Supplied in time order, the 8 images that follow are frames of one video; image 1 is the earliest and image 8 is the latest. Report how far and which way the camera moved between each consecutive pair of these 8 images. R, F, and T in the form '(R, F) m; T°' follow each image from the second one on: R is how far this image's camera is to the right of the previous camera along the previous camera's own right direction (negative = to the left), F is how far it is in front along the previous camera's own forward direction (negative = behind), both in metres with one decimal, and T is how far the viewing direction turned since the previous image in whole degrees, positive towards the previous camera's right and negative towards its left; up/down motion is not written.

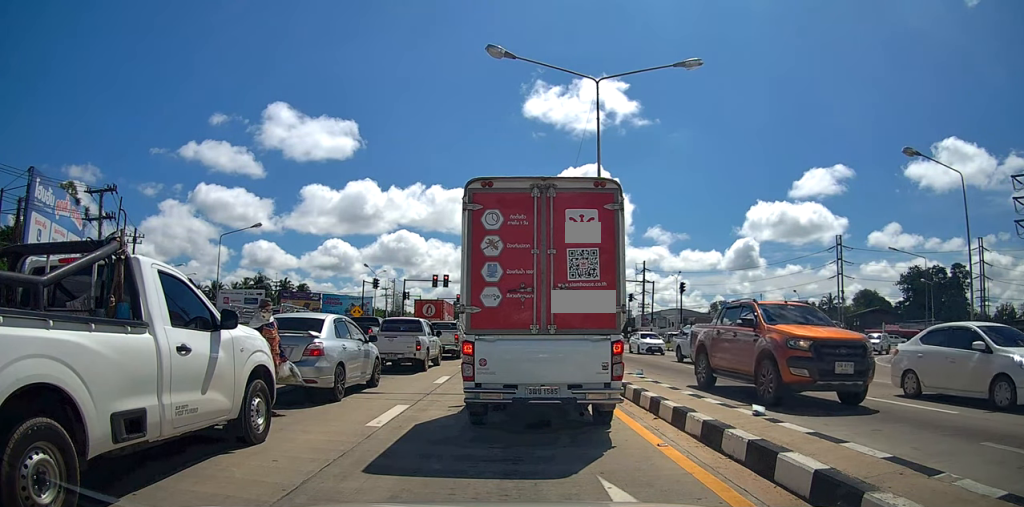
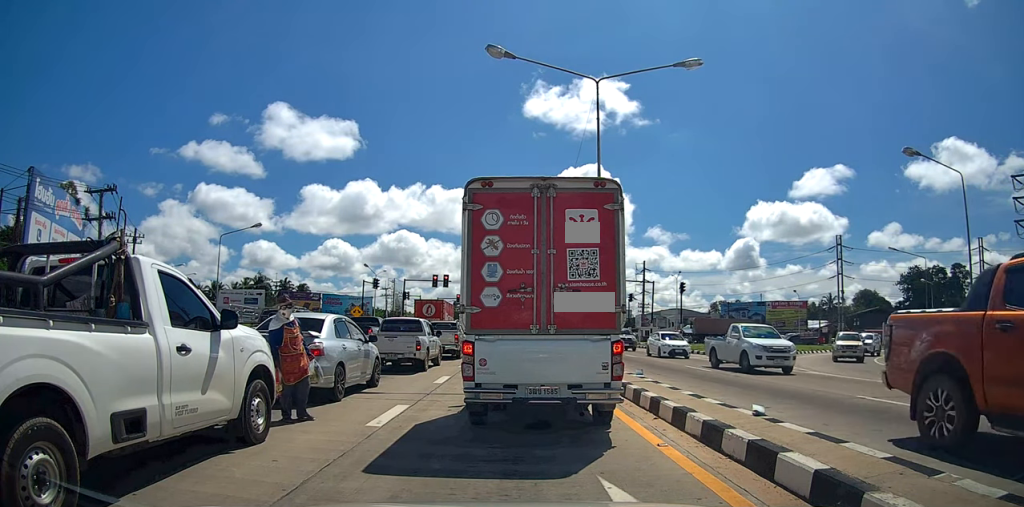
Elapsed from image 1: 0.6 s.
(0.0, 0.0) m; 0°
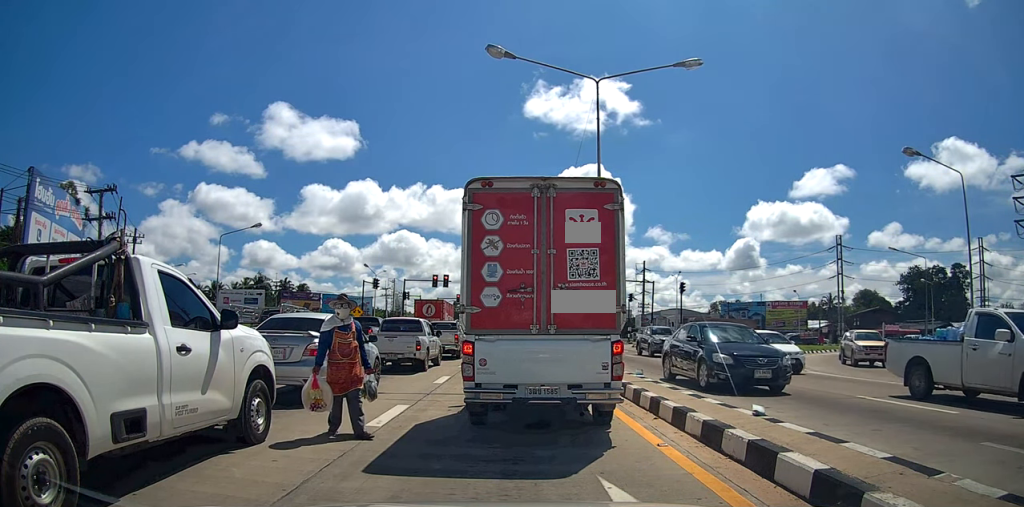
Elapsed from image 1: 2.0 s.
(0.0, 0.0) m; 0°
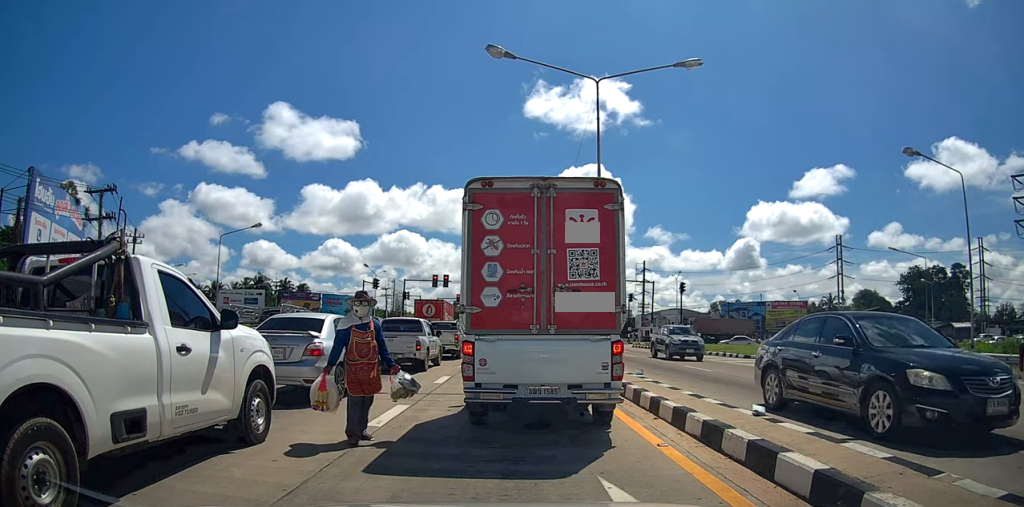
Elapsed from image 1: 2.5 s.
(0.0, 0.0) m; 0°
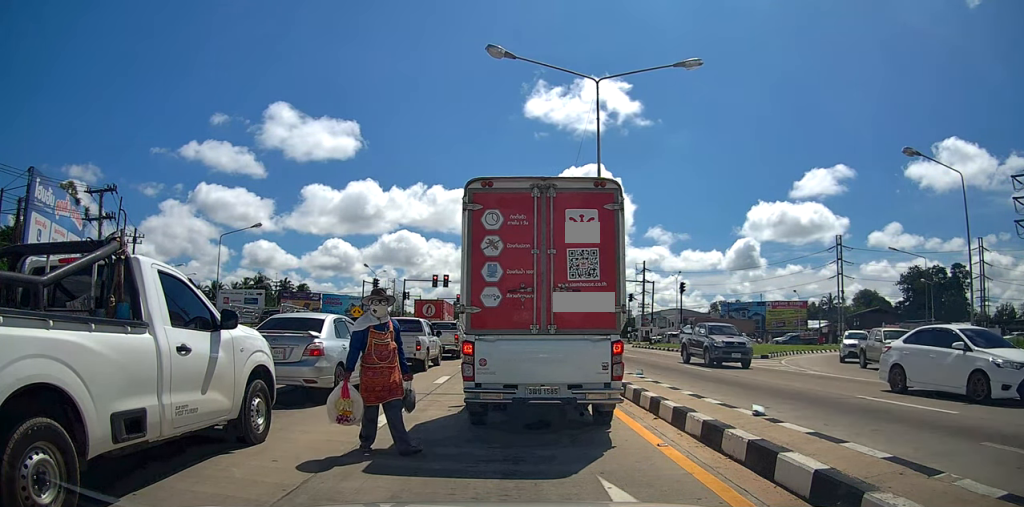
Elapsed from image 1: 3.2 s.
(0.0, 0.0) m; 0°
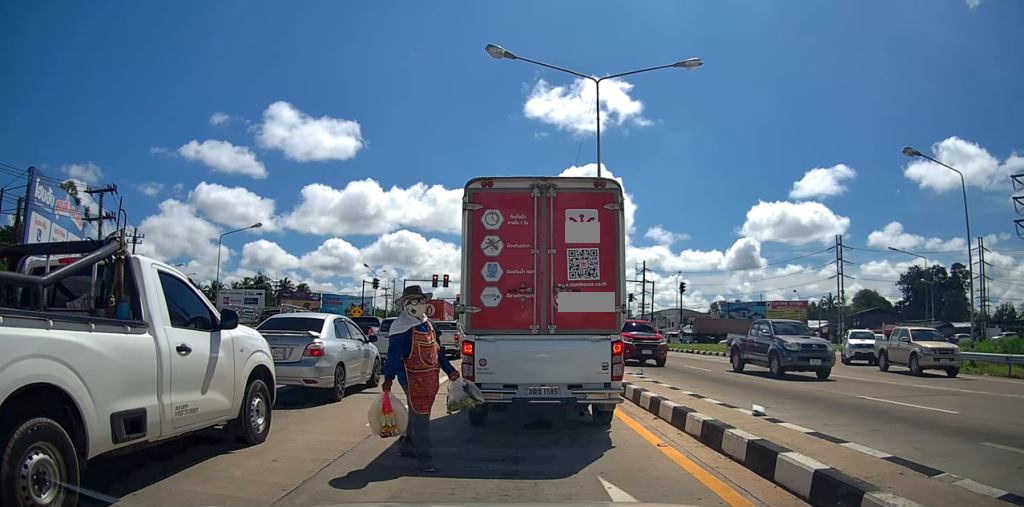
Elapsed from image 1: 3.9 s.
(0.0, 0.0) m; 0°
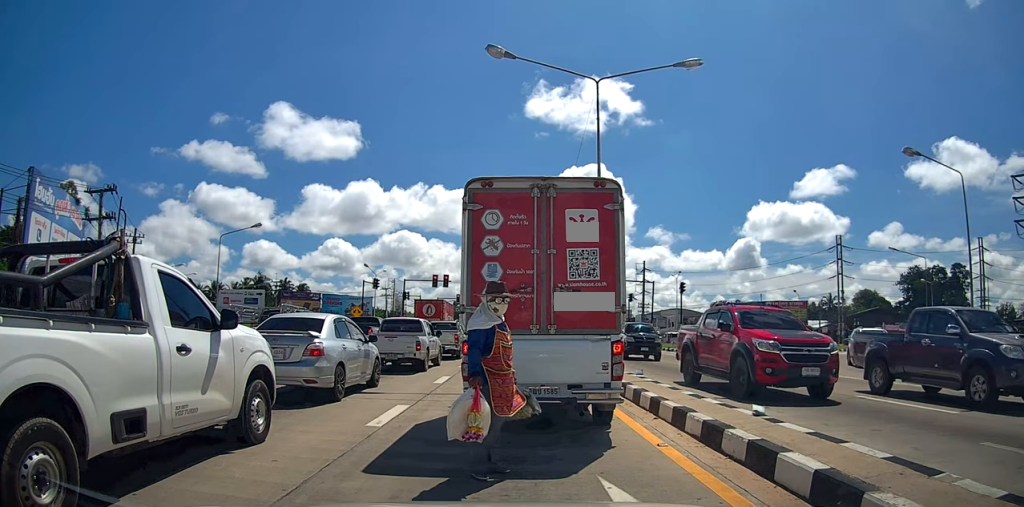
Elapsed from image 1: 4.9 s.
(0.0, 0.0) m; 0°
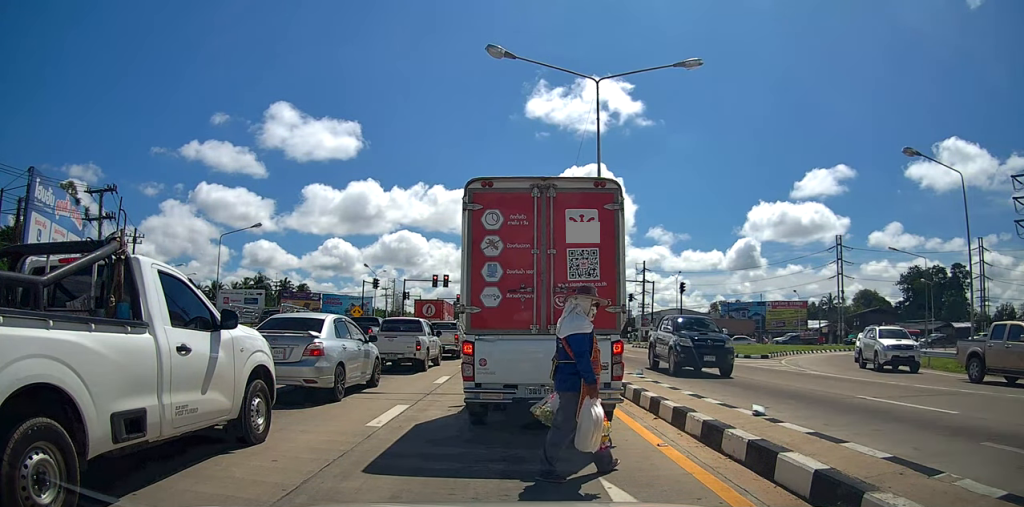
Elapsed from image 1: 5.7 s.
(0.0, 0.0) m; 0°
